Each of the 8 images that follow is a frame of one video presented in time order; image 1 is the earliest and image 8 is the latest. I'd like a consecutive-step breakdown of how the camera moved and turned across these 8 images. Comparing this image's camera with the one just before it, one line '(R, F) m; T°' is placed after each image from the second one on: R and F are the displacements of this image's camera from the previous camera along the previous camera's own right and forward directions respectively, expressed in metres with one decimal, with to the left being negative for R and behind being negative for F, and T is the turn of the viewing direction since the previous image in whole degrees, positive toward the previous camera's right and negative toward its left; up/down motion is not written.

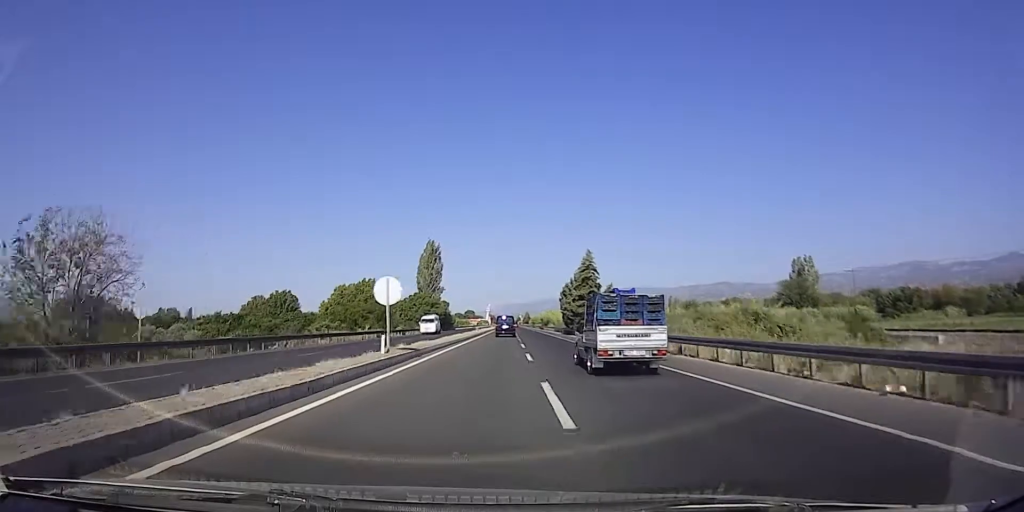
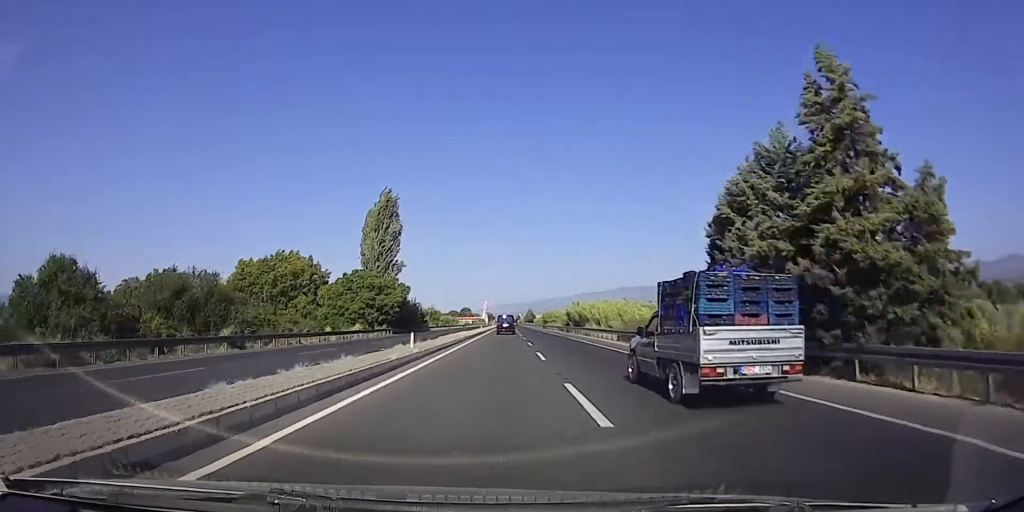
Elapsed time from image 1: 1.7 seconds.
(-0.3, +47.5) m; -2°
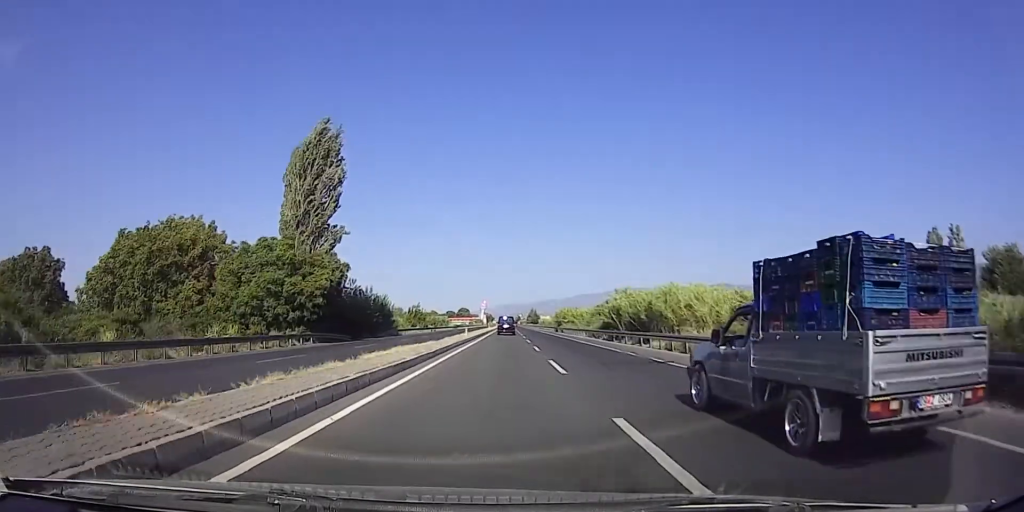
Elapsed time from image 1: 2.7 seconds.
(-0.7, +29.9) m; -1°
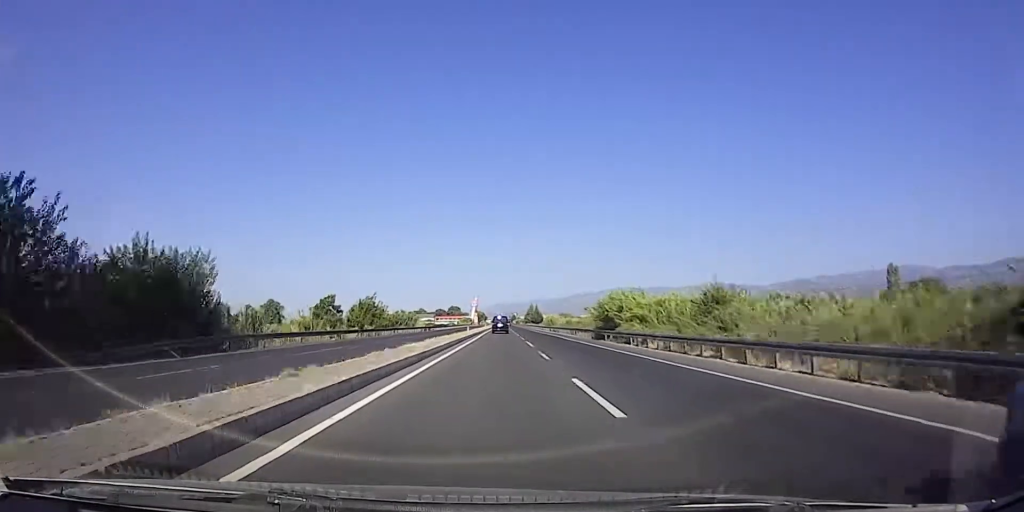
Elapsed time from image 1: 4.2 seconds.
(+1.2, +48.8) m; +2°
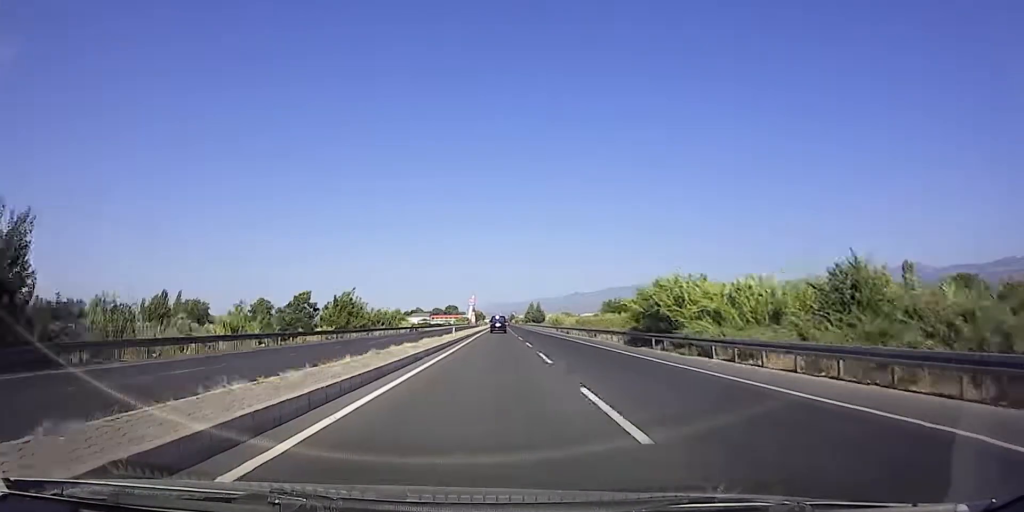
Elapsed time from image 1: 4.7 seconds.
(+0.1, +15.3) m; 0°
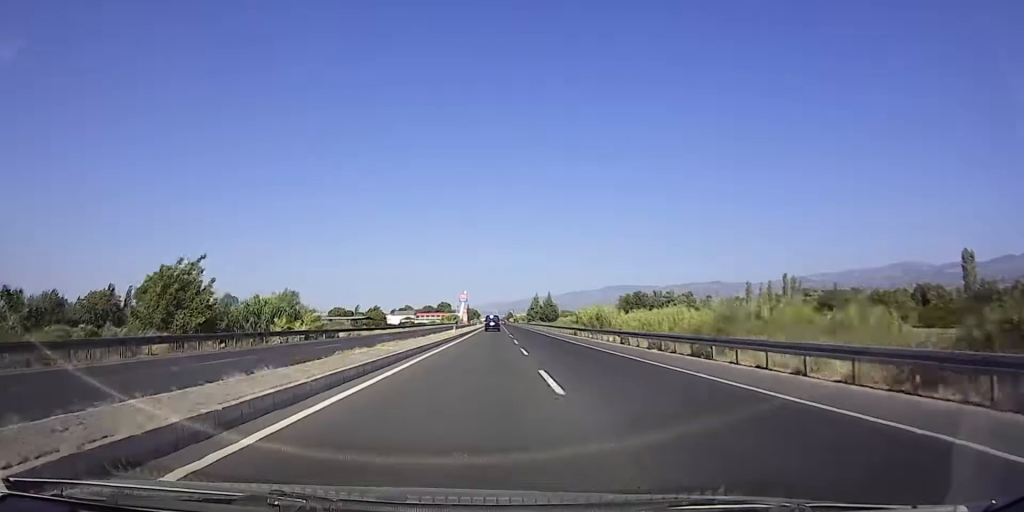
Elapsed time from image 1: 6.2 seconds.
(0.0, +44.7) m; 0°
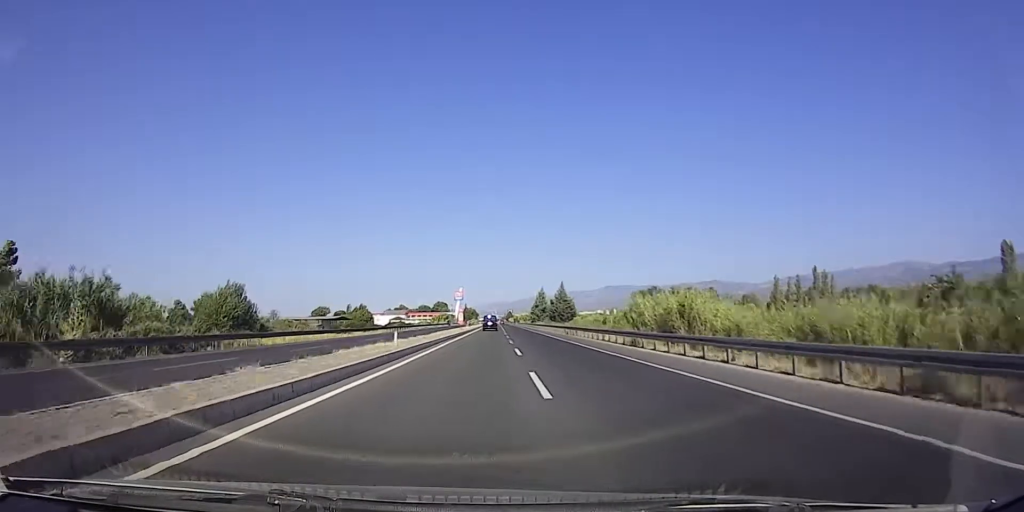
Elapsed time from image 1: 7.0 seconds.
(0.0, +25.1) m; 0°
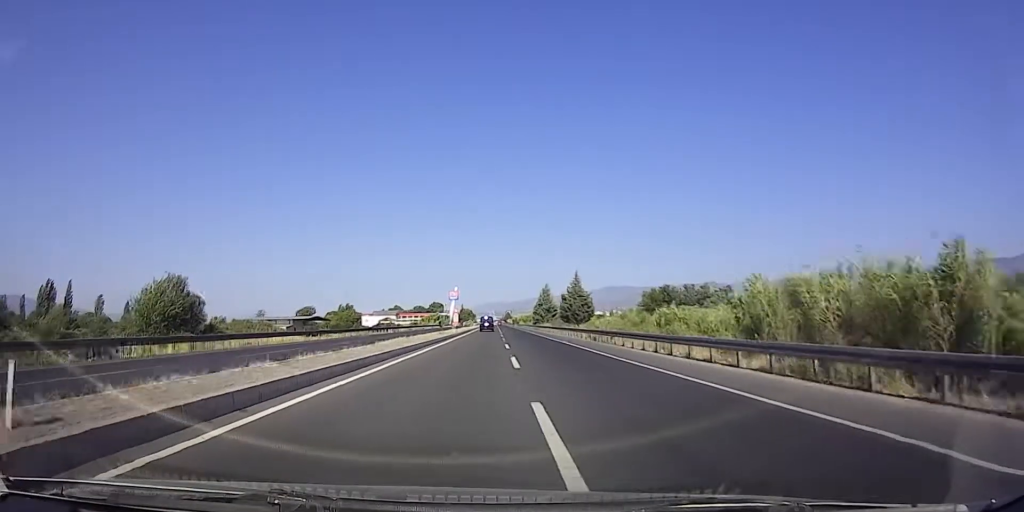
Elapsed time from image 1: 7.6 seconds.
(0.0, +18.8) m; 0°
